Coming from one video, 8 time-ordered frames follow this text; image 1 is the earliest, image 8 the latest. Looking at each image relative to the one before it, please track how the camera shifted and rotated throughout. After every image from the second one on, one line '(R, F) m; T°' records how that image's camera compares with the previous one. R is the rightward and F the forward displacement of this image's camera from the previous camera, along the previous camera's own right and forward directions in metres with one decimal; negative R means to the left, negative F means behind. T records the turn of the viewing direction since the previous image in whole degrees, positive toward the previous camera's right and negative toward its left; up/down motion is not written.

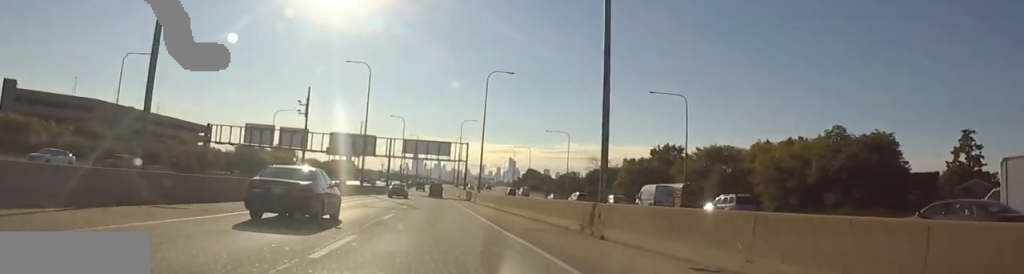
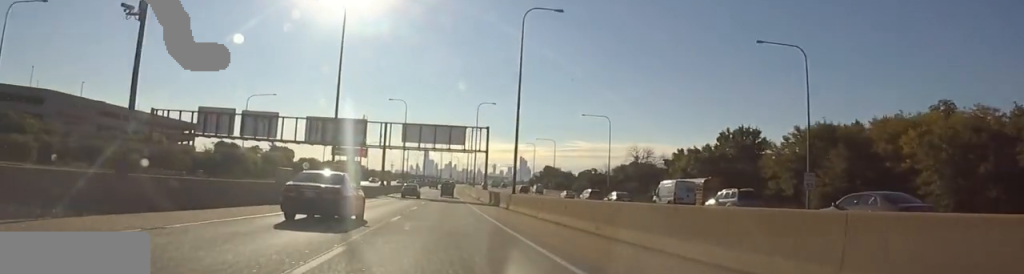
(0.0, +25.7) m; -1°
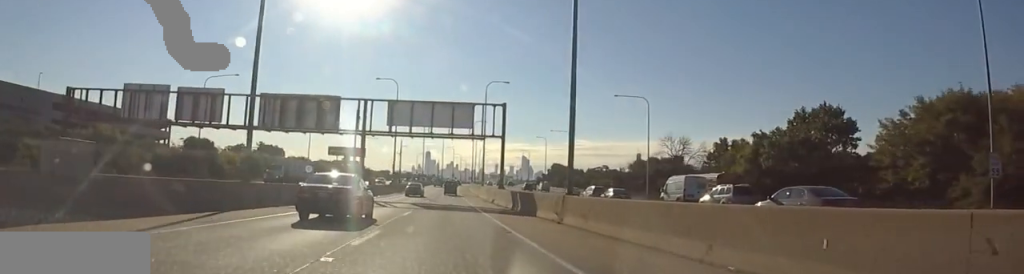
(-0.2, +20.3) m; 0°
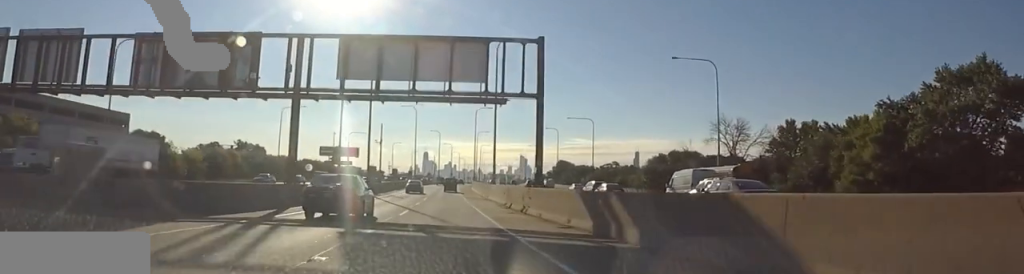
(-0.2, +24.2) m; 0°
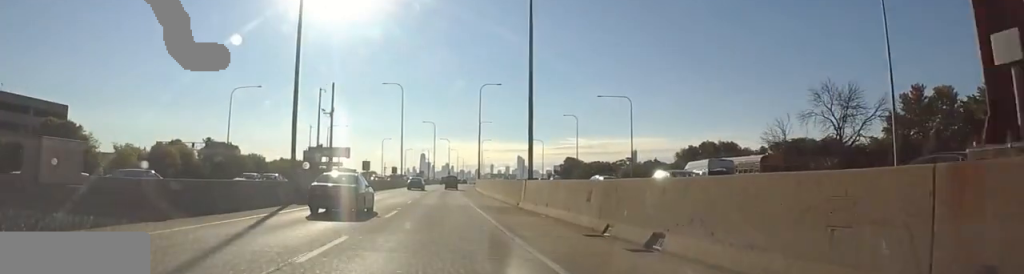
(+0.5, +27.9) m; +1°
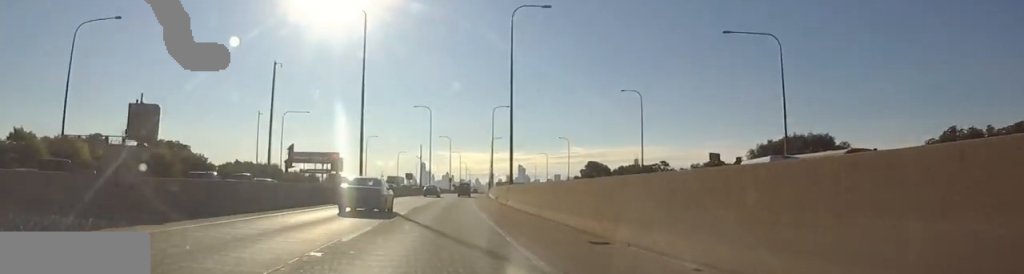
(+0.7, +44.2) m; 0°
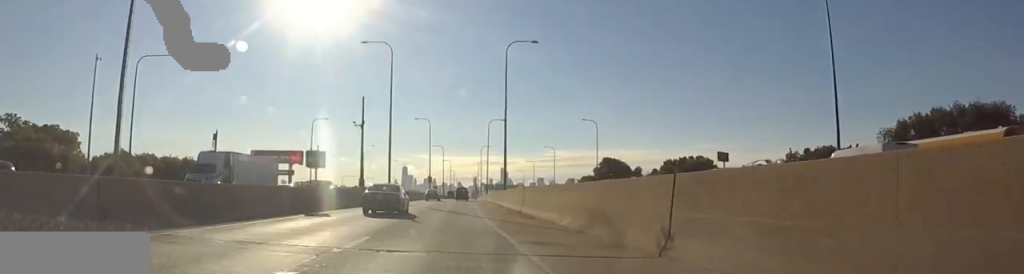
(-0.5, +50.3) m; +1°
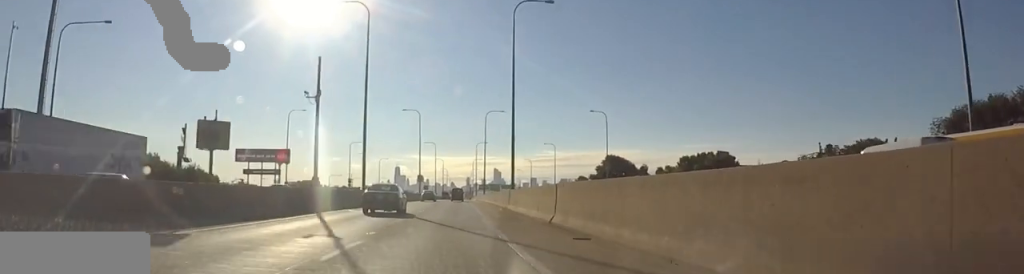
(+0.2, +12.9) m; +1°
